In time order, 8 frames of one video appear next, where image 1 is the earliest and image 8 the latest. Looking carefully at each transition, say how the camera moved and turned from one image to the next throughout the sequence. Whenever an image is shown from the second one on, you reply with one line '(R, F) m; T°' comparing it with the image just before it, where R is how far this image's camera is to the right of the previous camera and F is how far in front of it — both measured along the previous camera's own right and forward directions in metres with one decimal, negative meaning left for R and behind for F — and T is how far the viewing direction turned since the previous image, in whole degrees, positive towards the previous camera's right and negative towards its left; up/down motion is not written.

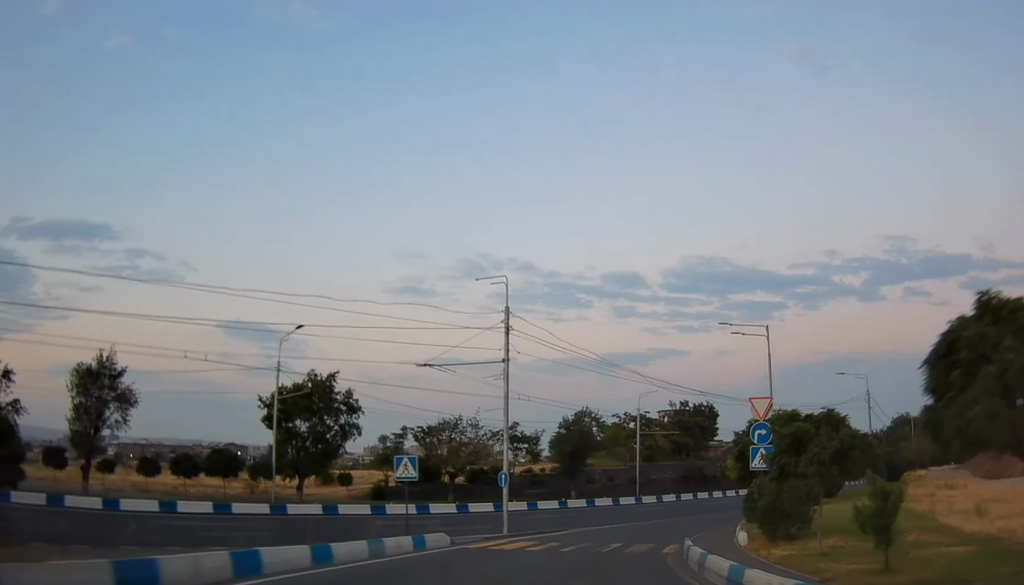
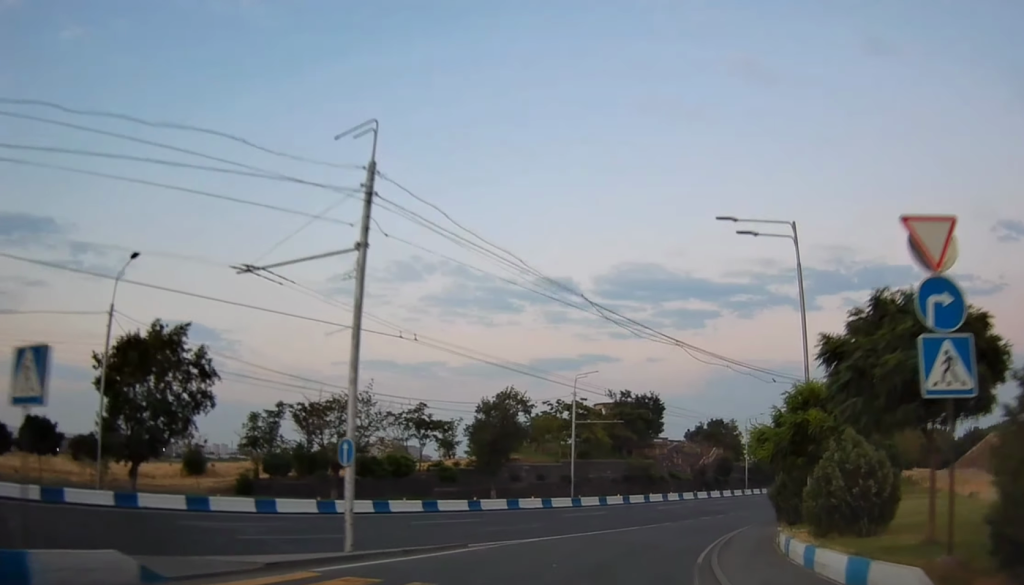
(+0.3, +13.7) m; +5°
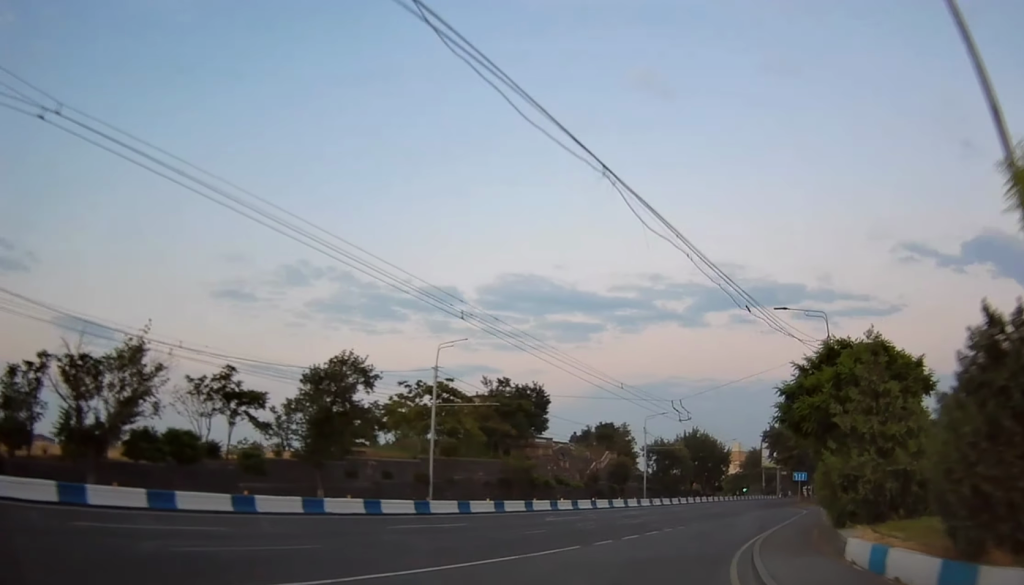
(+1.0, +15.1) m; +8°
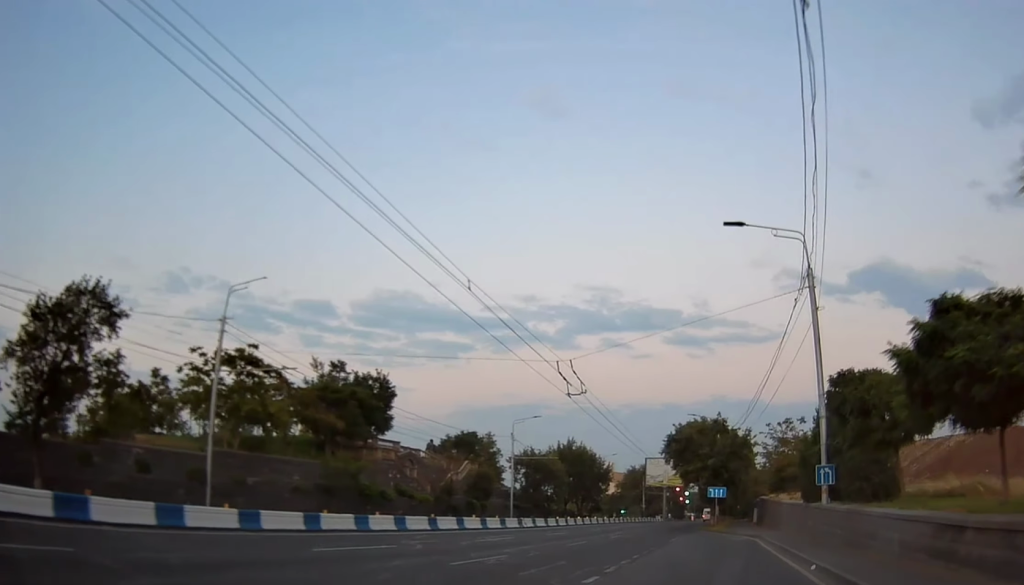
(+1.1, +15.4) m; +7°
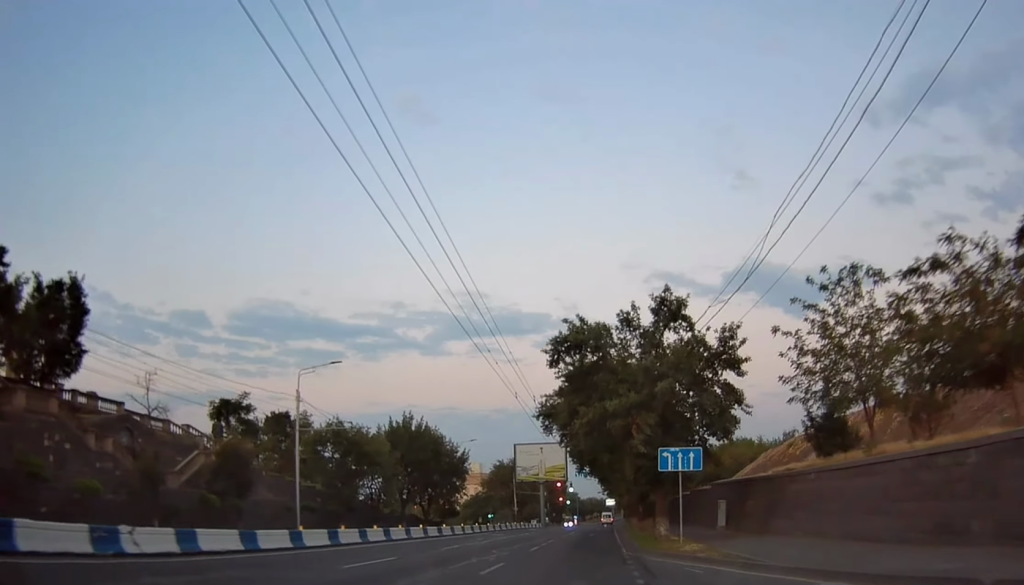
(+4.9, +29.2) m; +17°
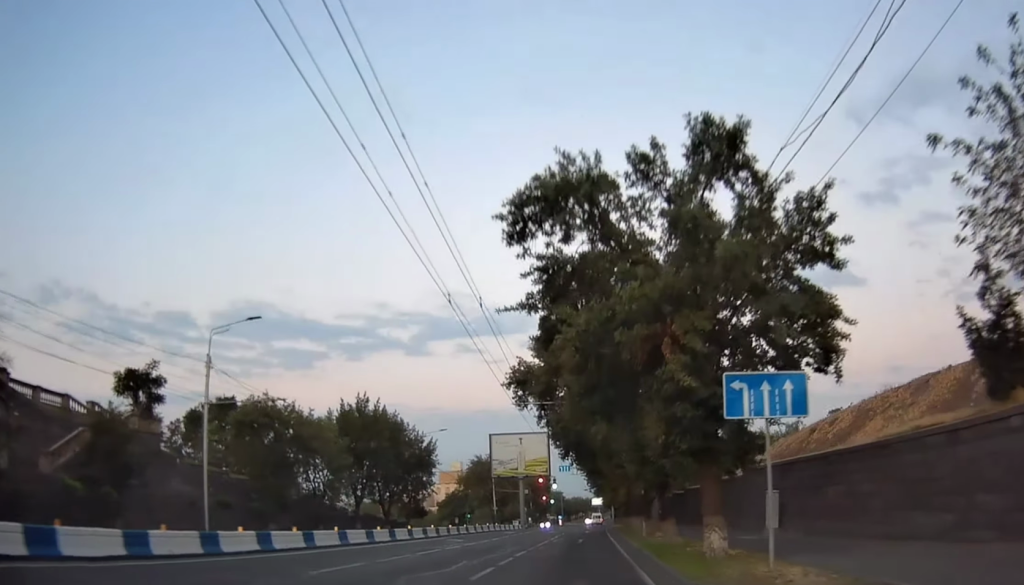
(+0.3, +11.2) m; +2°
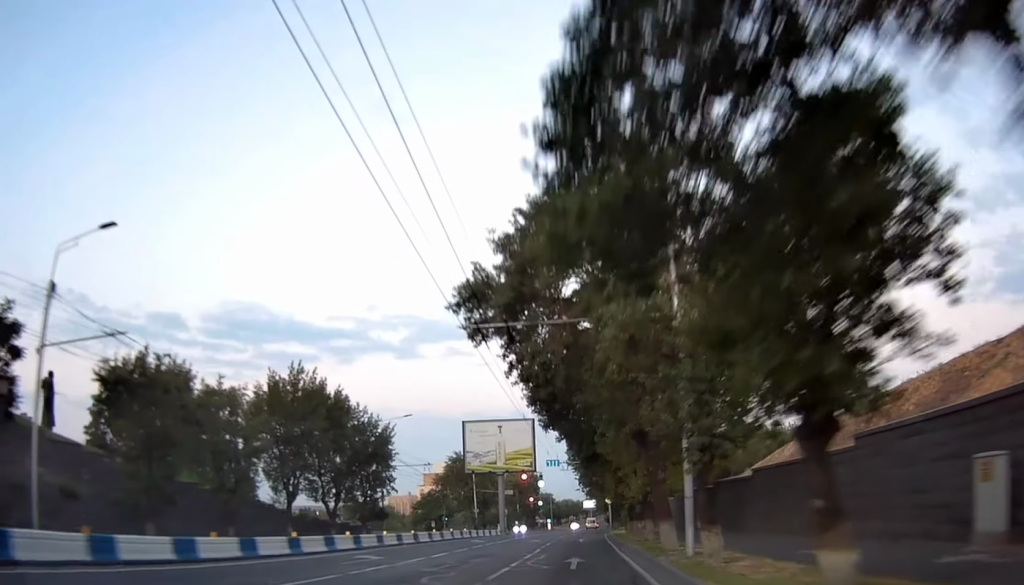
(+0.3, +13.9) m; +2°
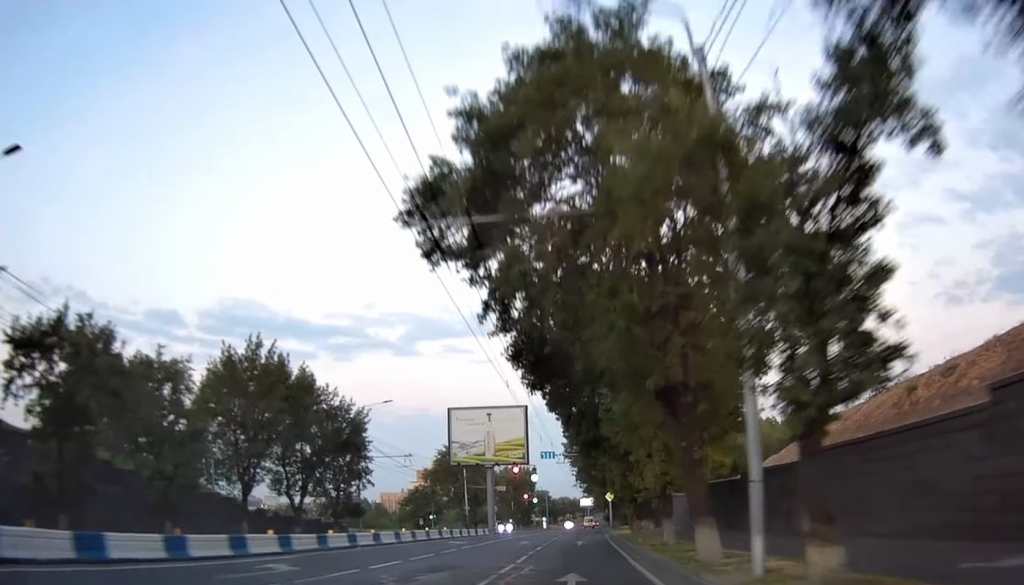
(+0.1, +7.0) m; +1°
